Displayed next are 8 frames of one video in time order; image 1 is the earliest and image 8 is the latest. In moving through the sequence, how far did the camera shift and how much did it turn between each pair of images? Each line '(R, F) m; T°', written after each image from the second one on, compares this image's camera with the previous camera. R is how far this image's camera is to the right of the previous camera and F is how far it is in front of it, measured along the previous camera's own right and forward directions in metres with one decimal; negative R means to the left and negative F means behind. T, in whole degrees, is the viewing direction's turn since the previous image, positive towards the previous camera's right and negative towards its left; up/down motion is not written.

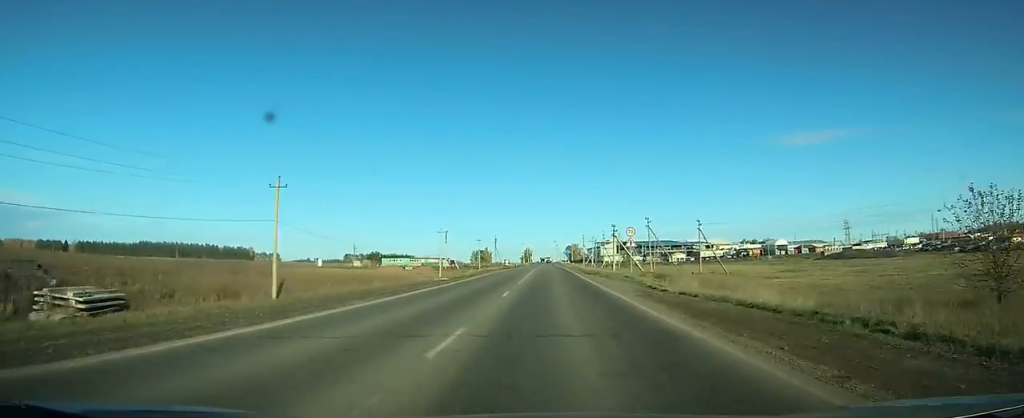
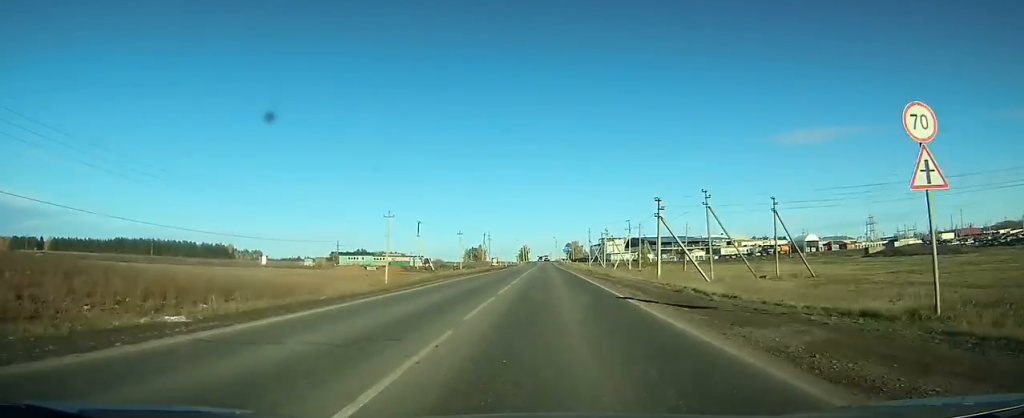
(+0.1, +38.1) m; 0°
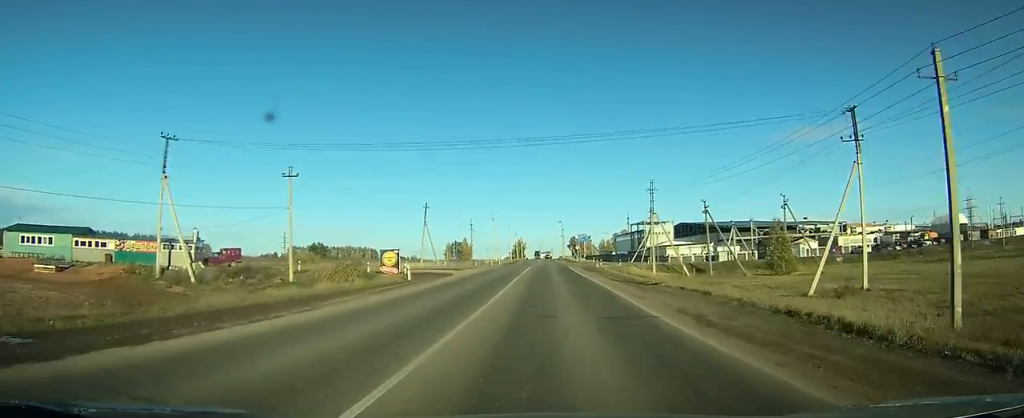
(-0.4, +101.9) m; 0°
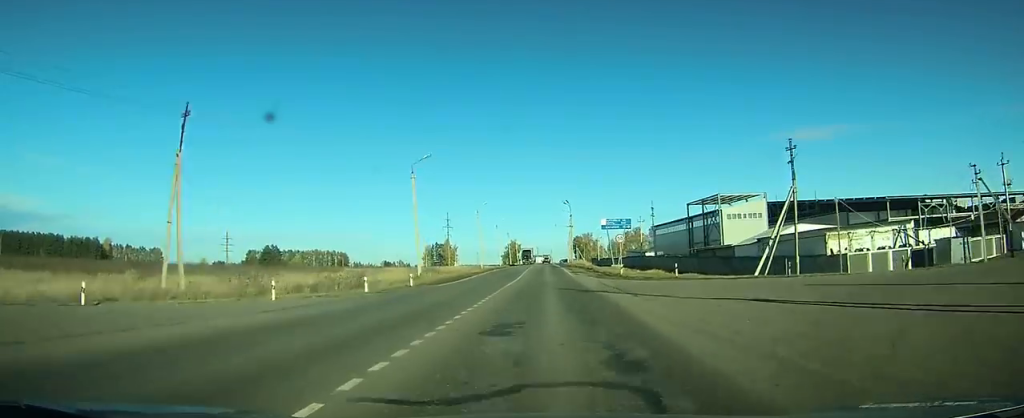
(+0.5, +73.3) m; +1°
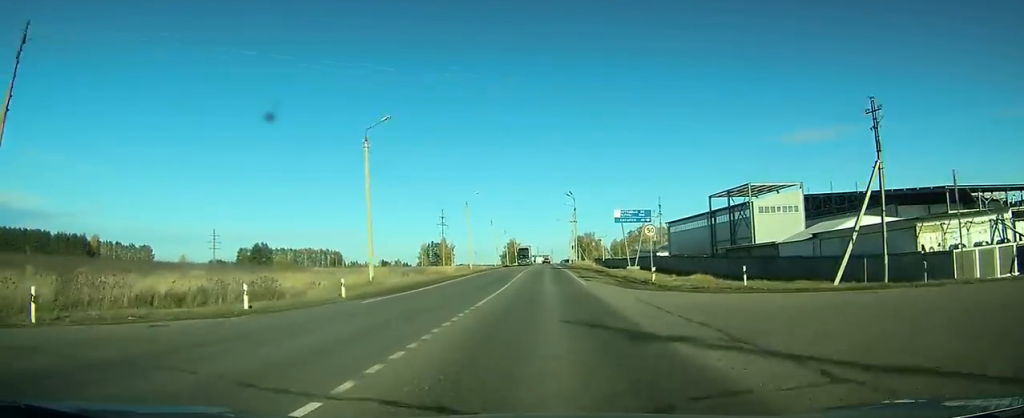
(0.0, +14.0) m; 0°
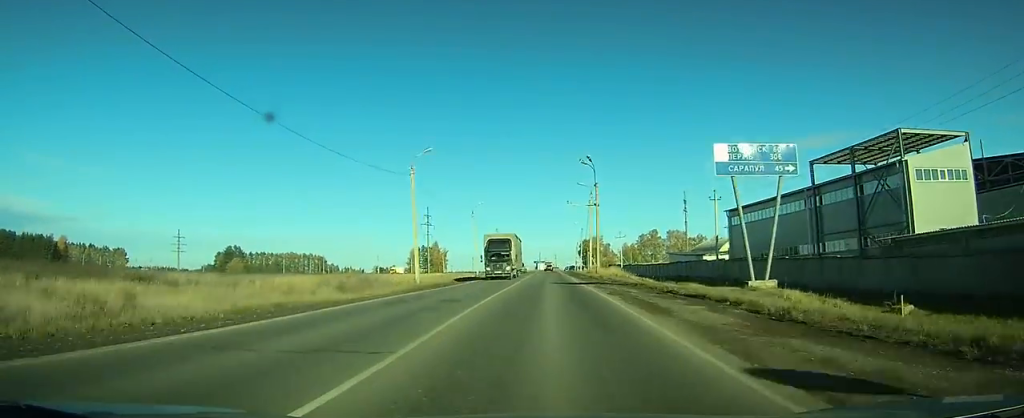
(-0.1, +34.3) m; 0°
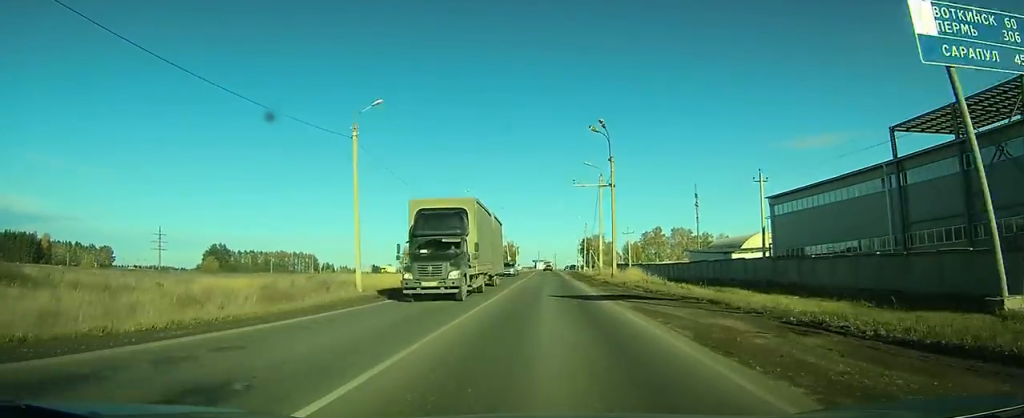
(0.0, +13.8) m; 0°
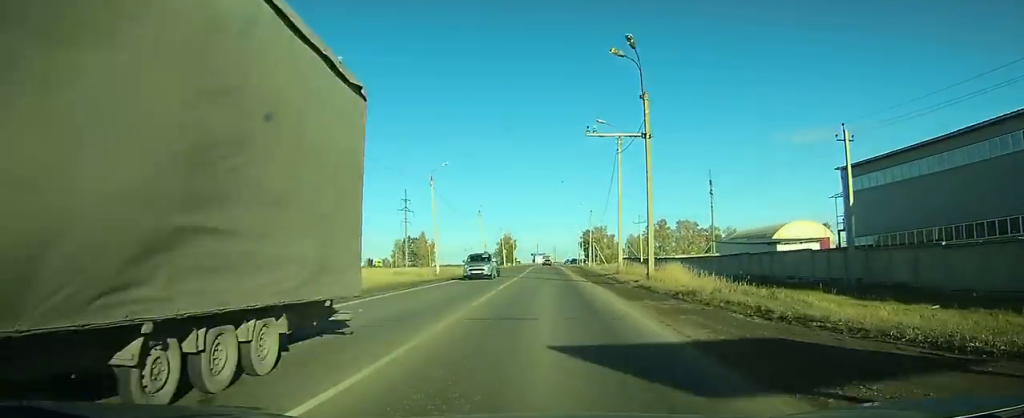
(0.0, +14.9) m; 0°
